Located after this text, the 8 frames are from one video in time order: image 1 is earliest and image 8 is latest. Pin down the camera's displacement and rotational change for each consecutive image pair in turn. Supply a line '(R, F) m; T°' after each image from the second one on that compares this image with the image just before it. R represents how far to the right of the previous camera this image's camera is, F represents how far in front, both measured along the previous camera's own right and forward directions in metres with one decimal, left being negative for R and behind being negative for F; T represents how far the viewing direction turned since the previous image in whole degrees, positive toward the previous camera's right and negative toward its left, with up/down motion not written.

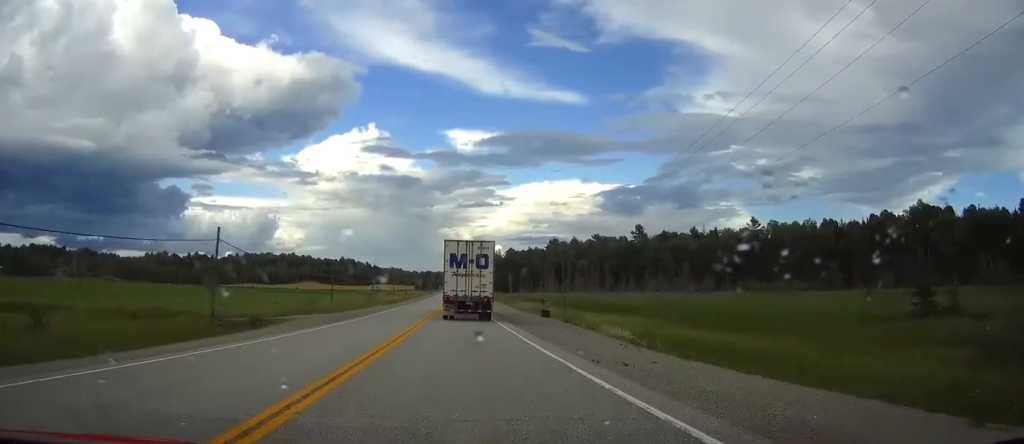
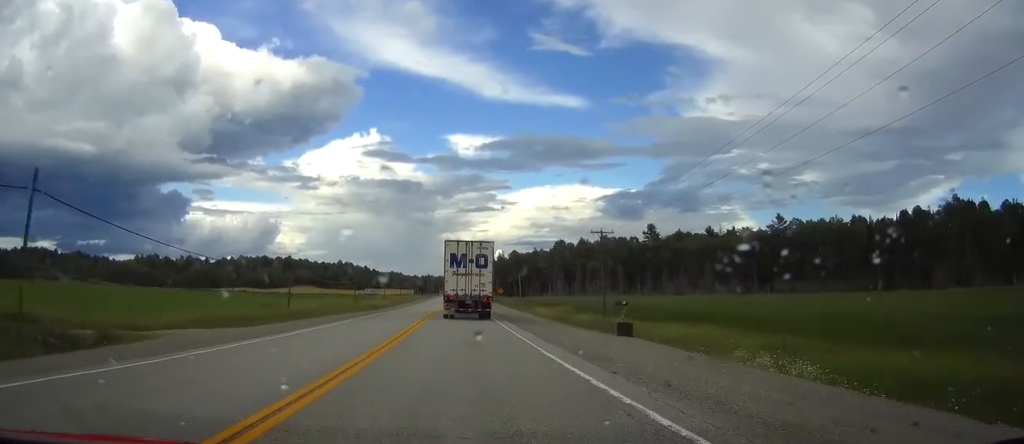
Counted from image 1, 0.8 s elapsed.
(-0.4, +22.3) m; -1°
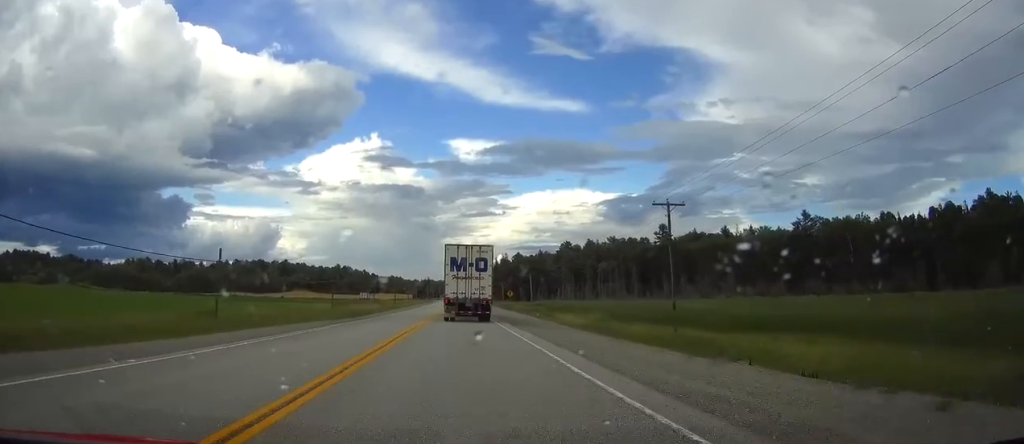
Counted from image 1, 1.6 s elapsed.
(-0.1, +19.7) m; 0°
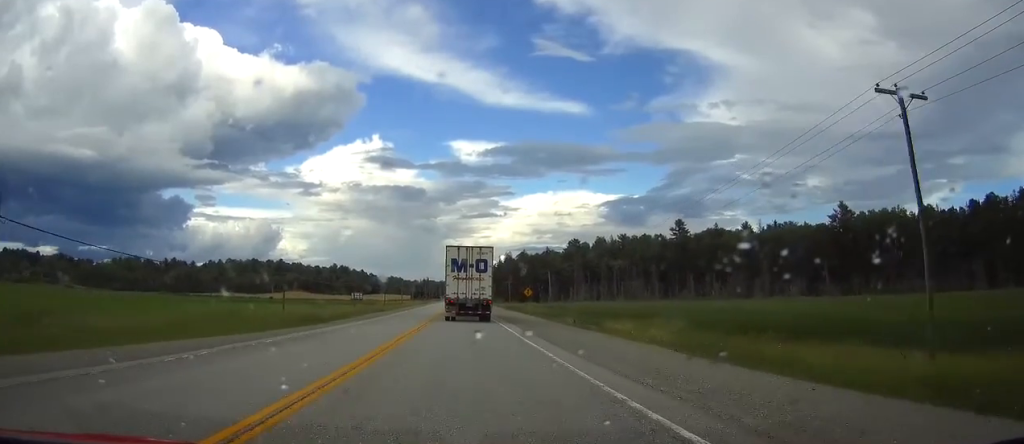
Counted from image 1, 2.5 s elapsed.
(+0.1, +24.5) m; 0°
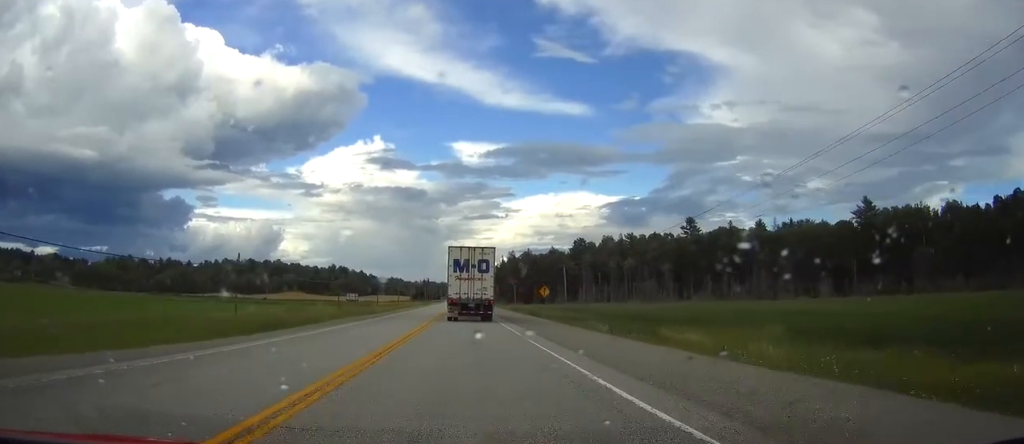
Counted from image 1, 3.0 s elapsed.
(-0.1, +13.8) m; 0°
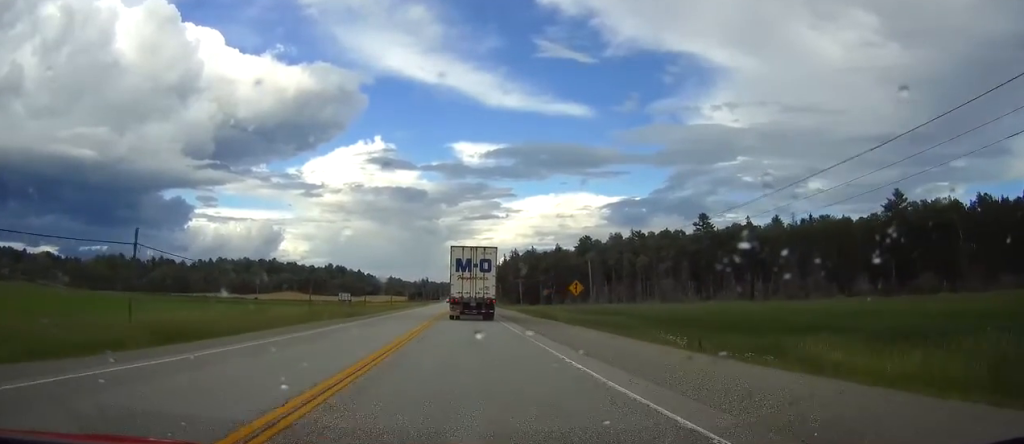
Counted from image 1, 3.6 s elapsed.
(-0.1, +16.5) m; 0°
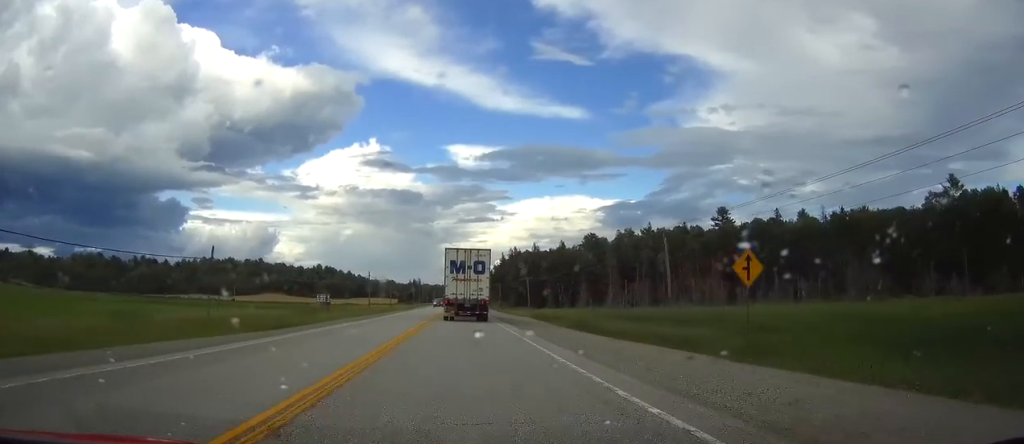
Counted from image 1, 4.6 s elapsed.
(+0.1, +27.8) m; 0°
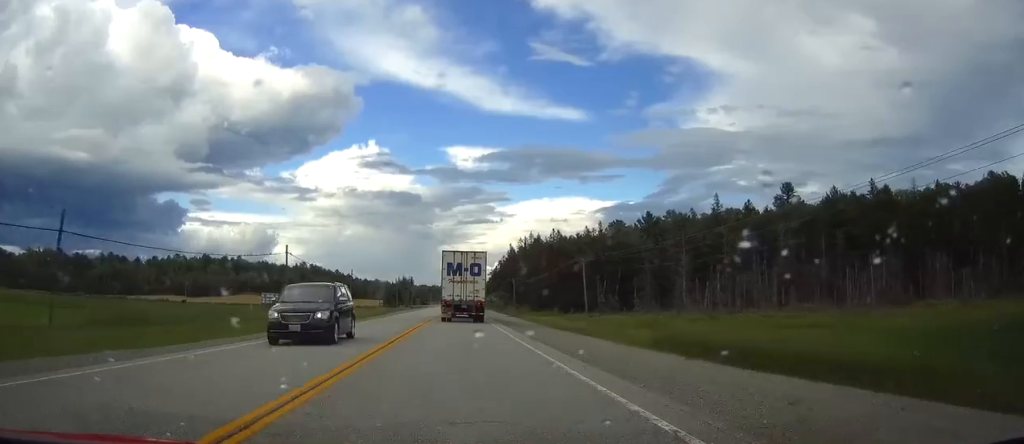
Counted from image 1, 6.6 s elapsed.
(0.0, +57.3) m; 0°
